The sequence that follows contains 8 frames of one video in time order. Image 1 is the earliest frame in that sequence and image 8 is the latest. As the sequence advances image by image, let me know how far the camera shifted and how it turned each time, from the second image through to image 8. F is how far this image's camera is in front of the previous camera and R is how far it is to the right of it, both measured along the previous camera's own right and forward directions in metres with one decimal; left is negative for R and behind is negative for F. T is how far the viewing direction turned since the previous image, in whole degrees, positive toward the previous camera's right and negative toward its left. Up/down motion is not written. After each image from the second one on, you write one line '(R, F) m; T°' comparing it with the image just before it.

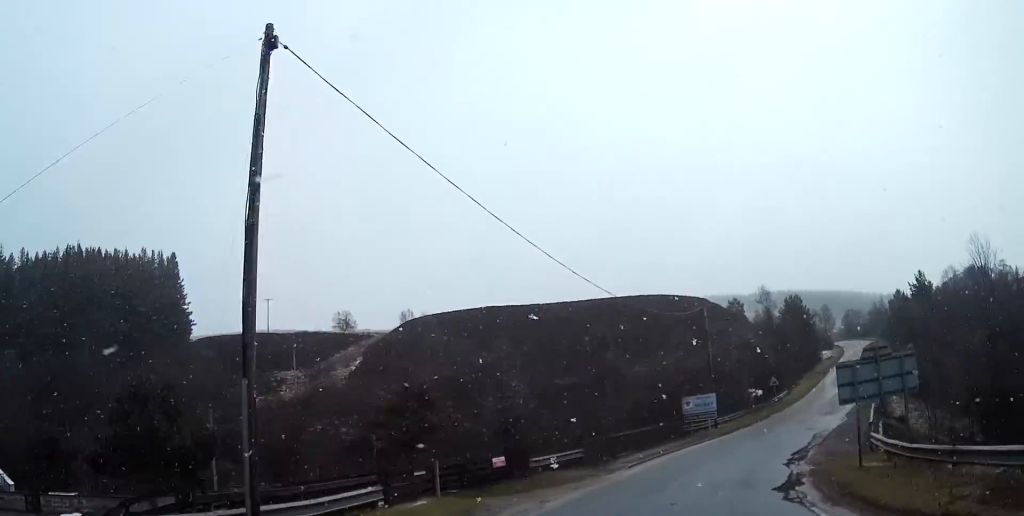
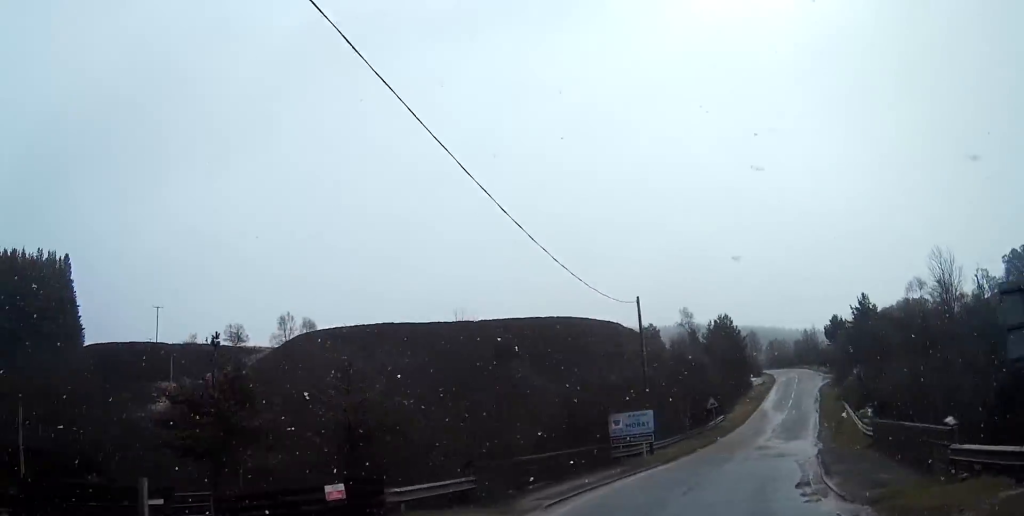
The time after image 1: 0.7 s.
(+0.4, +9.5) m; +8°
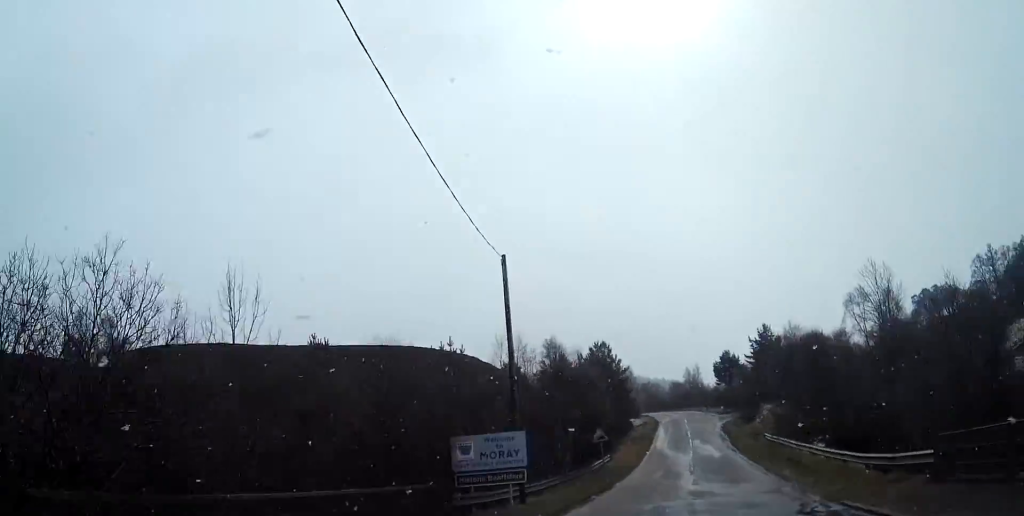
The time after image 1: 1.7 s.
(+1.4, +13.1) m; +11°
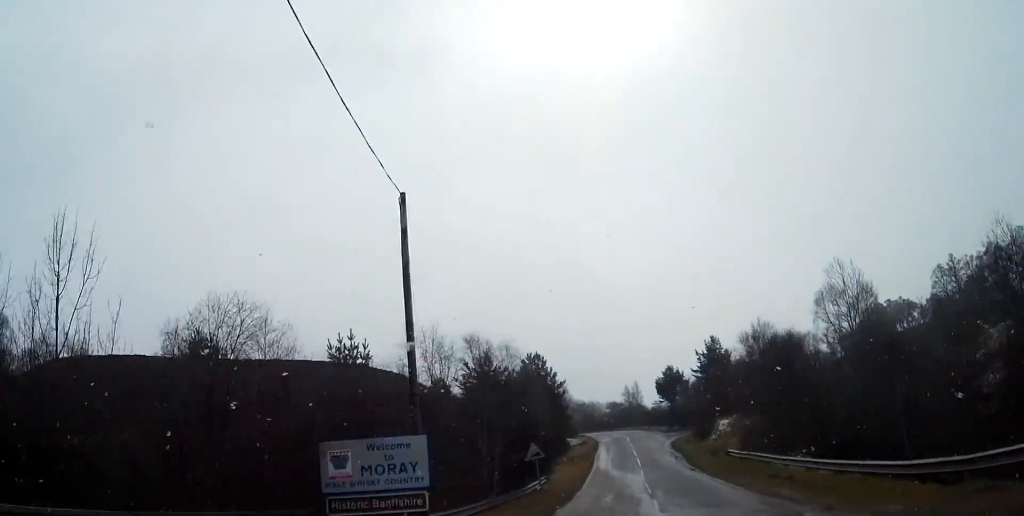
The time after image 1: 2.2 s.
(+0.4, +6.7) m; +4°
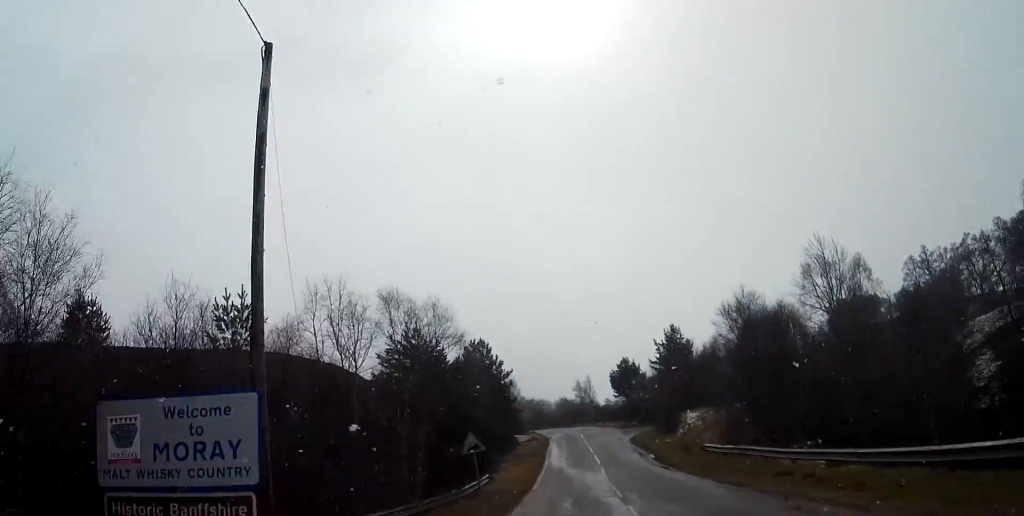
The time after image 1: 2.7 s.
(+0.2, +6.4) m; +3°
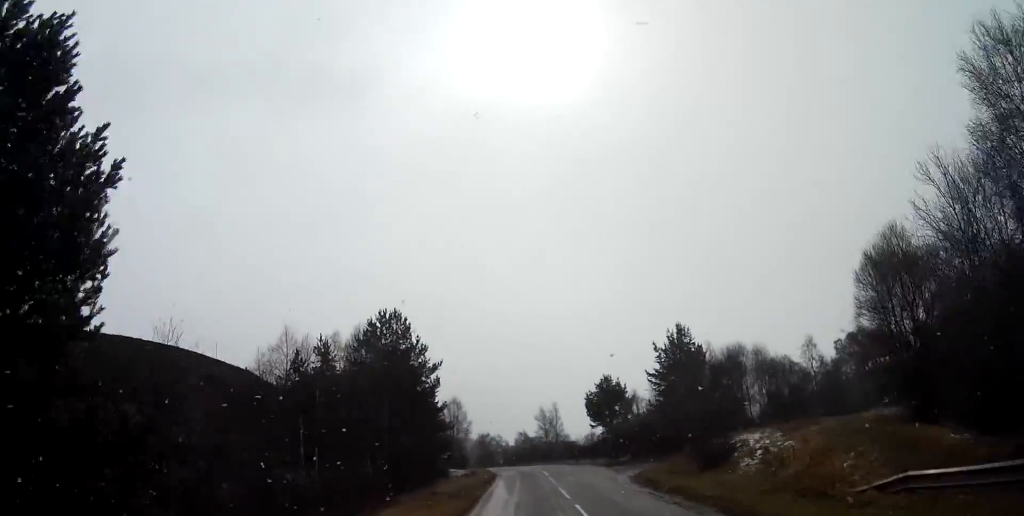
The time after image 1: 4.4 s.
(+1.0, +24.3) m; +3°
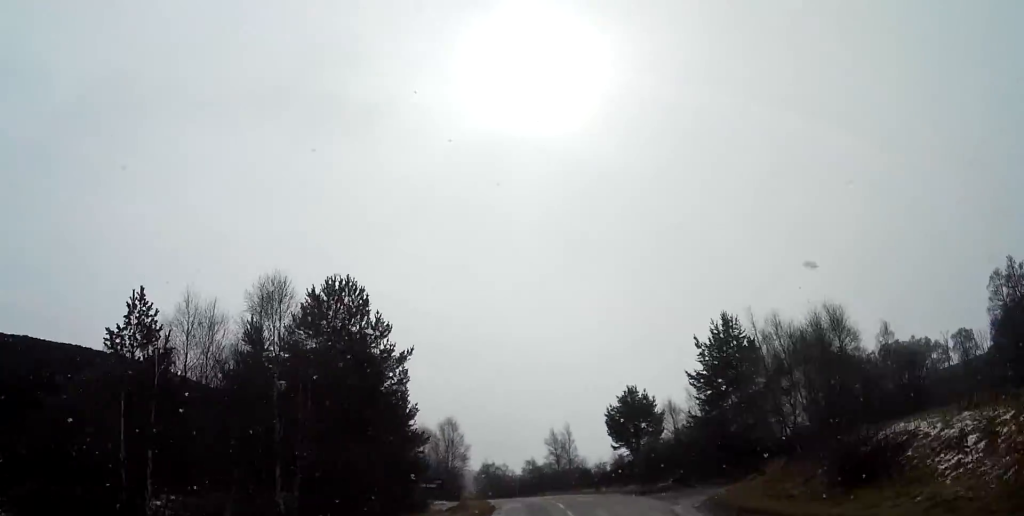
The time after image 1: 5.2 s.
(0.0, +12.8) m; 0°
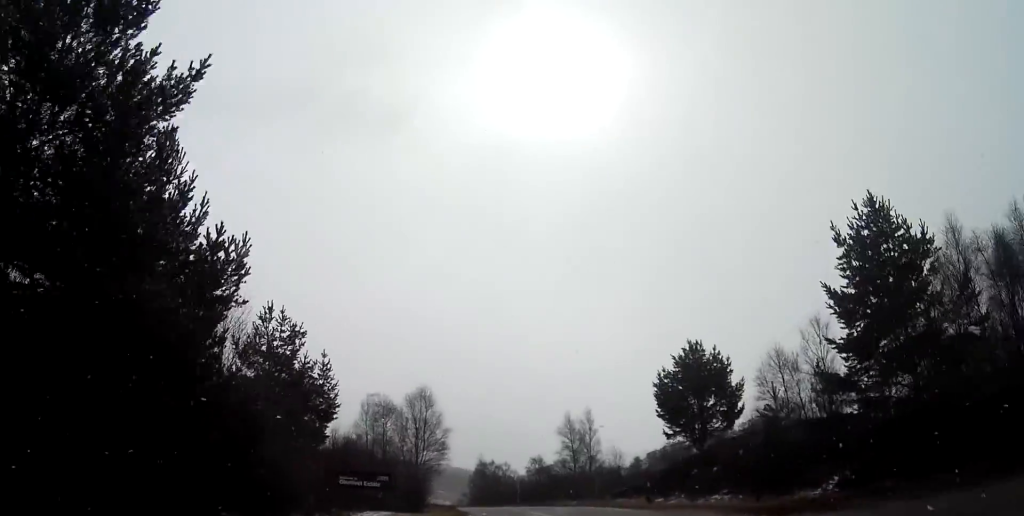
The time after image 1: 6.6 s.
(0.0, +21.1) m; -1°
